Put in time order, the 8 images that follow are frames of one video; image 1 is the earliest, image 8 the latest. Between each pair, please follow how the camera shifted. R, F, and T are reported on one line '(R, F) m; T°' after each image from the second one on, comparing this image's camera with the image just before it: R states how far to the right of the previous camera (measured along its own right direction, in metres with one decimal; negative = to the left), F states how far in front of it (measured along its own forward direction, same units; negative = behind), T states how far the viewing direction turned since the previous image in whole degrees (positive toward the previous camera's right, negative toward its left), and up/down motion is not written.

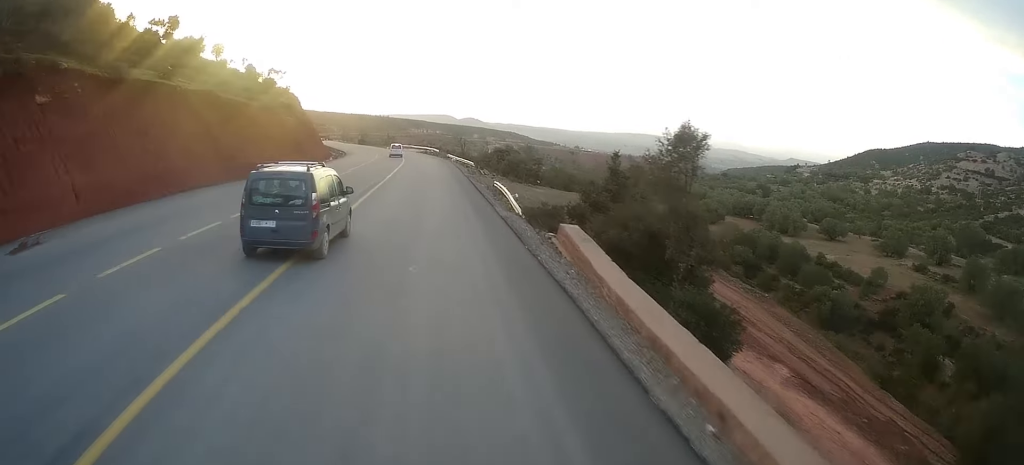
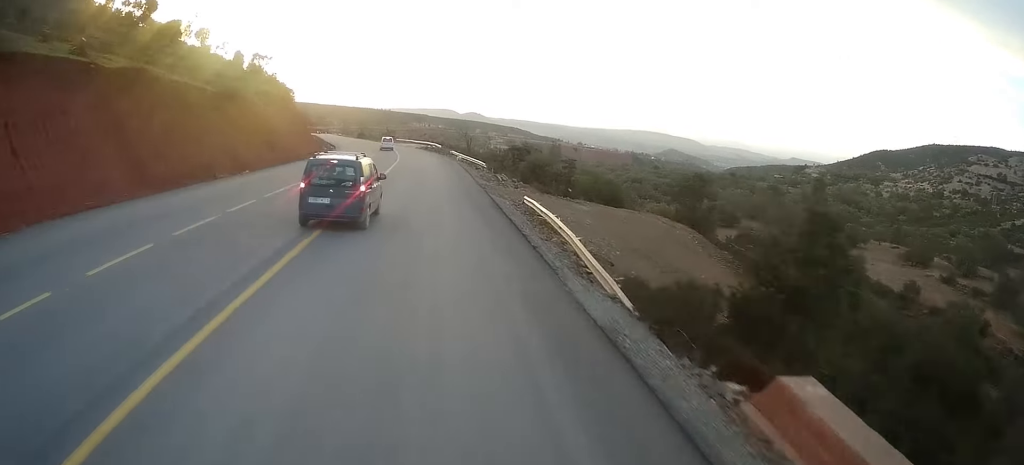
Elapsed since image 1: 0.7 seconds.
(0.0, +13.1) m; 0°
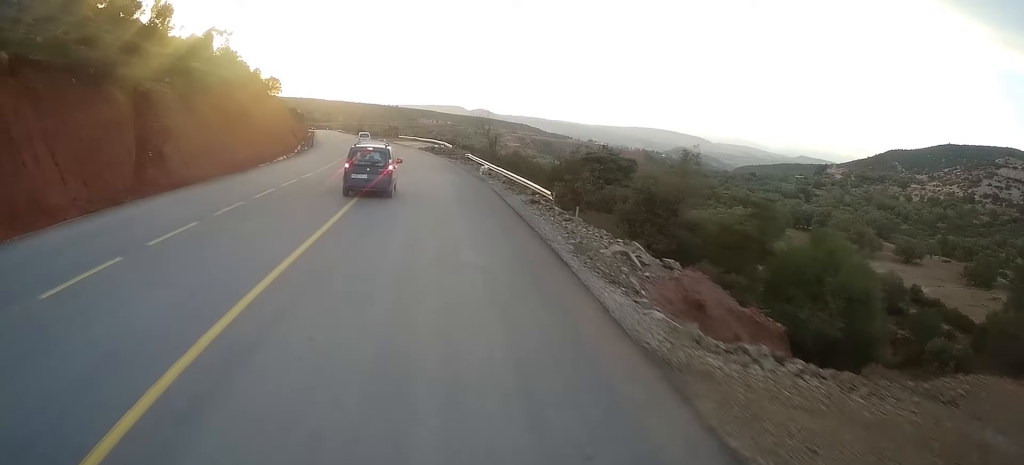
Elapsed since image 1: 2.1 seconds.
(-0.6, +26.7) m; -3°
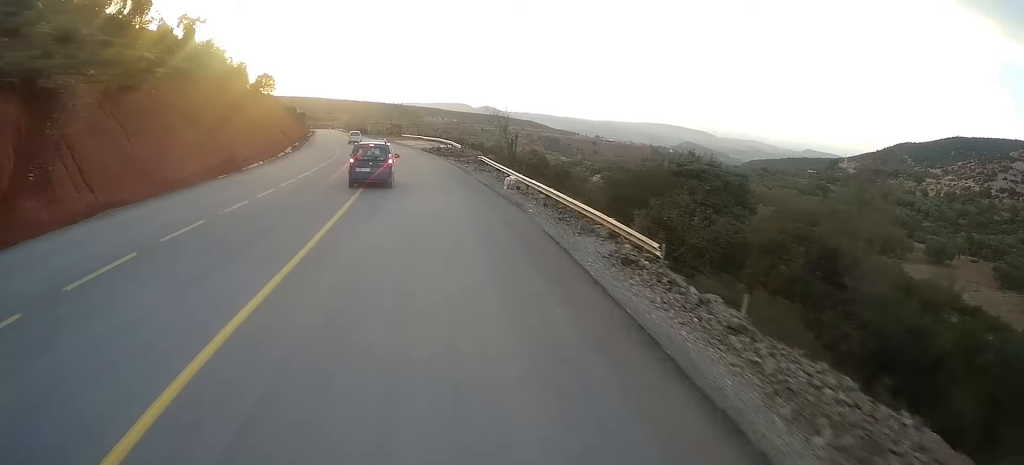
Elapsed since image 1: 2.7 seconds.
(-0.3, +12.1) m; -1°
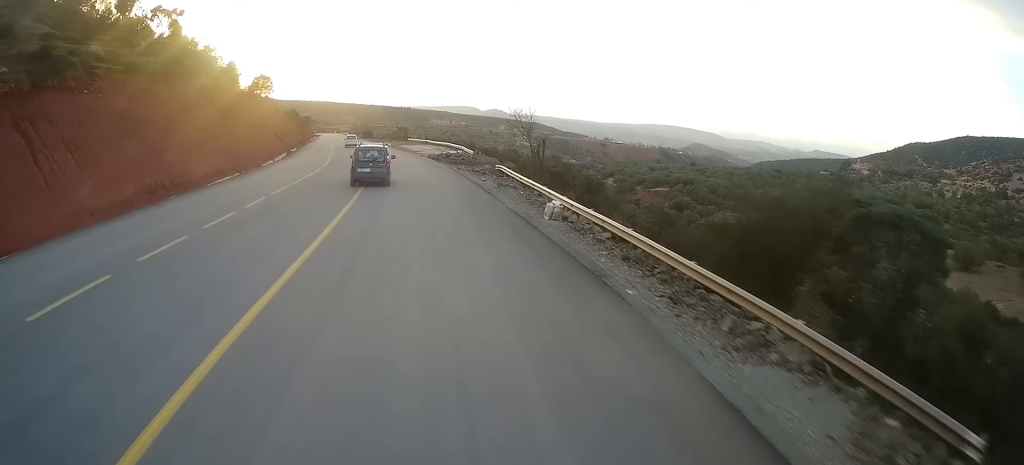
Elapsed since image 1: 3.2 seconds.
(+0.1, +9.7) m; 0°
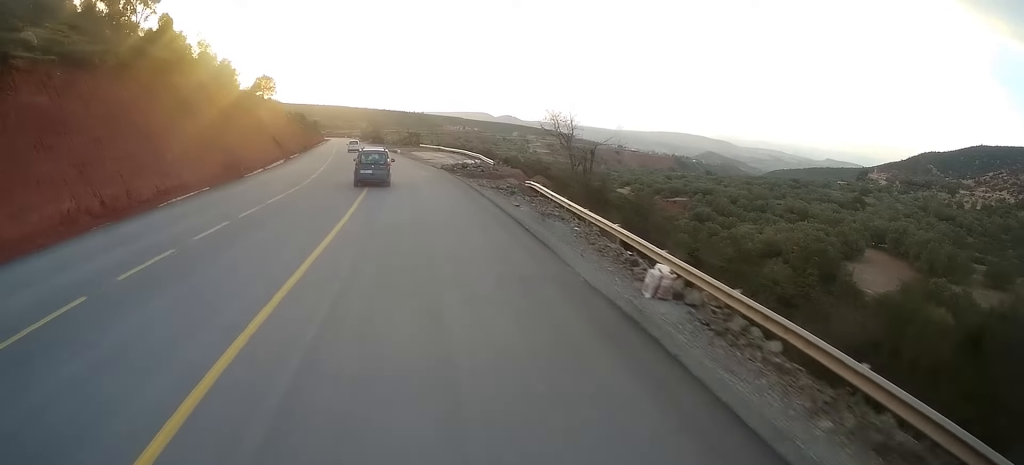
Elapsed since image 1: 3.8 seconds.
(+0.1, +9.8) m; 0°
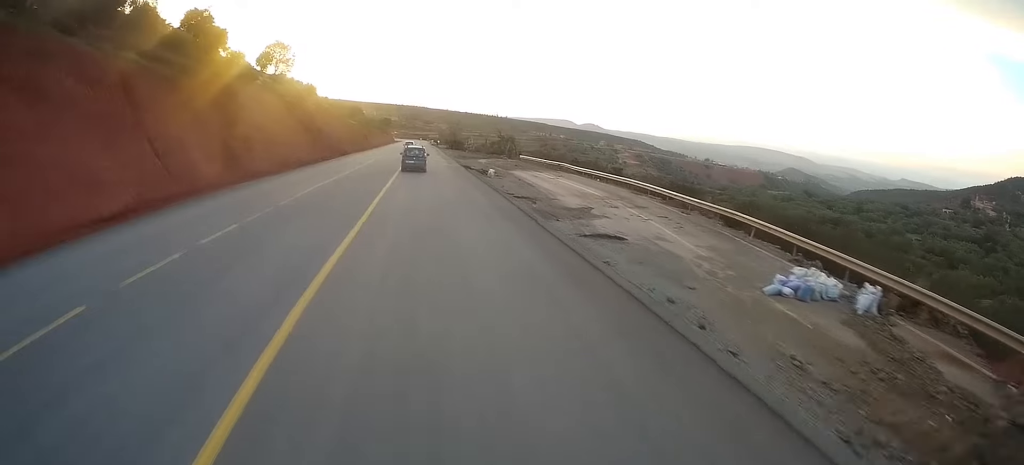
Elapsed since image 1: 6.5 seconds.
(-4.5, +51.9) m; -8°
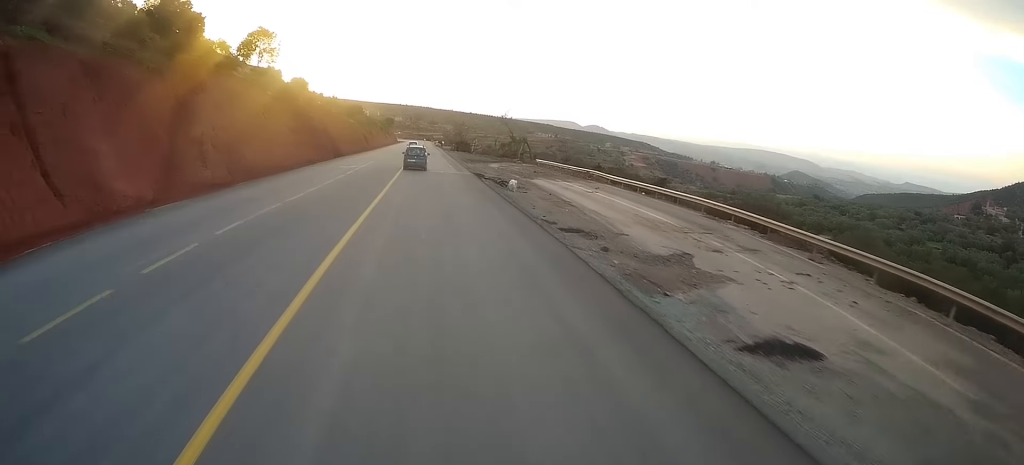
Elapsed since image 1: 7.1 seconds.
(0.0, +11.7) m; 0°
